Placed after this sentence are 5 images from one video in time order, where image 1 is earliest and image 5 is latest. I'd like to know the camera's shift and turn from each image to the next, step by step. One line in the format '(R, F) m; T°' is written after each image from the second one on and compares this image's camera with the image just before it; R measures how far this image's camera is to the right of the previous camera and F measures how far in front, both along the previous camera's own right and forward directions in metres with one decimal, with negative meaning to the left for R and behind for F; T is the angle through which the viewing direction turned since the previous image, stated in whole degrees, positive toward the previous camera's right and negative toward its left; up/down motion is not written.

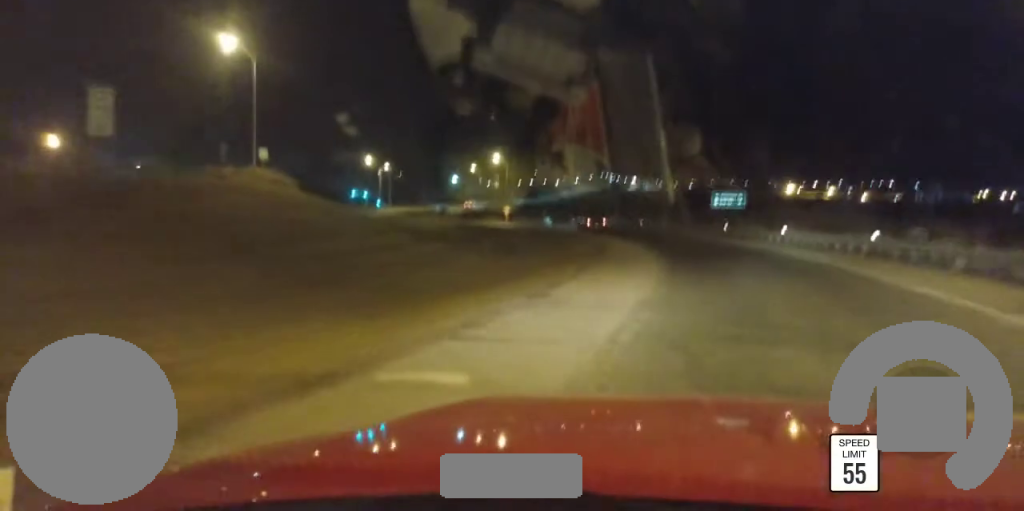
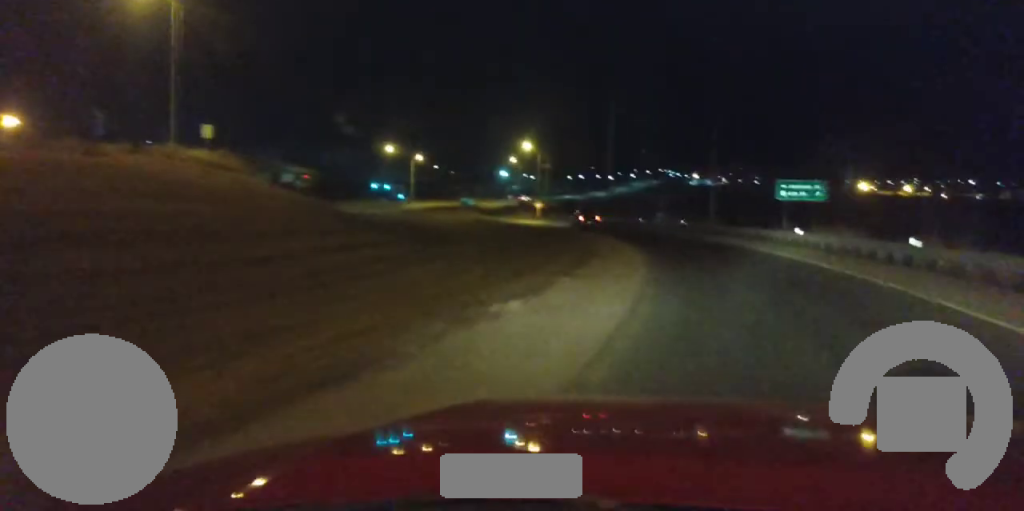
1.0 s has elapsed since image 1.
(-0.2, +21.2) m; -5°
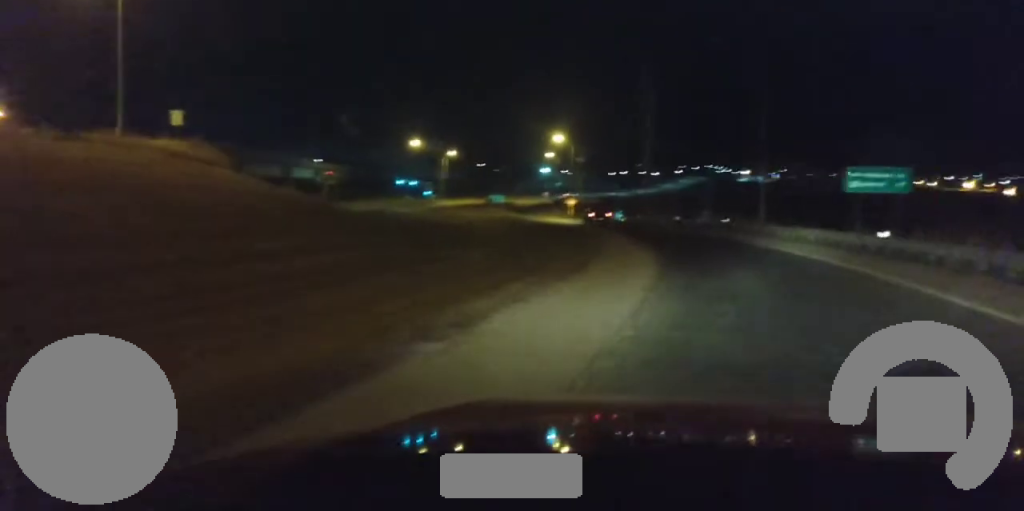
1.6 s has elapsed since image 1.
(-0.9, +11.5) m; -4°
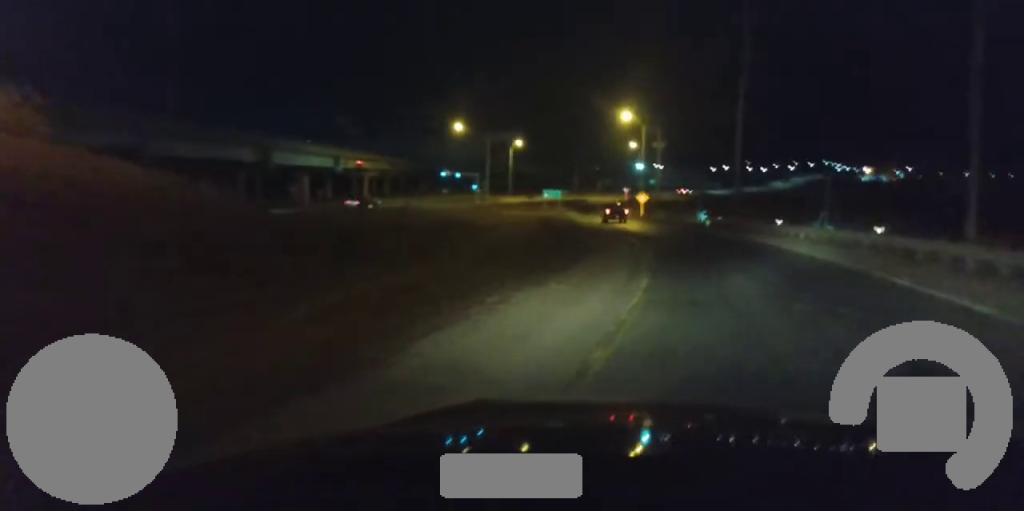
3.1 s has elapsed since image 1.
(-1.5, +30.1) m; -4°
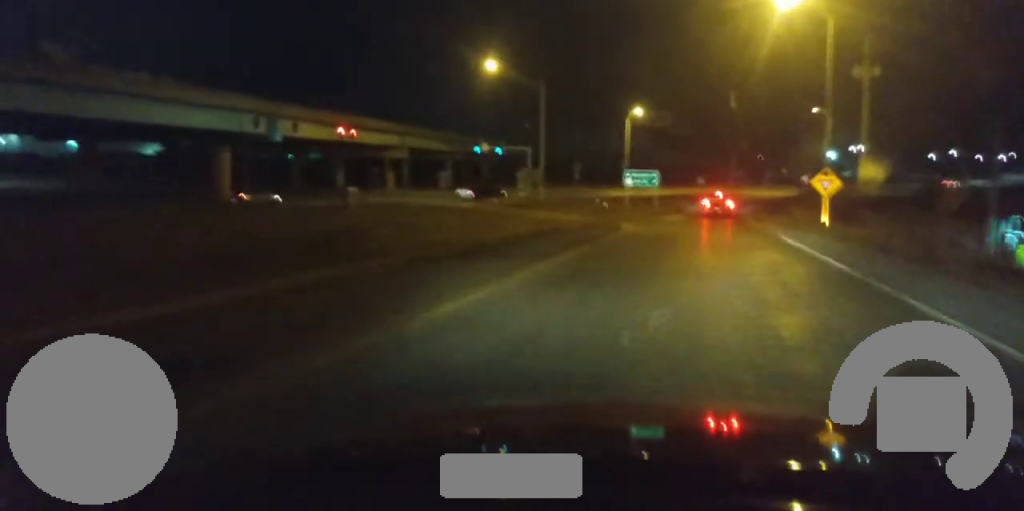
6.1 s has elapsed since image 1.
(-6.0, +56.2) m; -12°
